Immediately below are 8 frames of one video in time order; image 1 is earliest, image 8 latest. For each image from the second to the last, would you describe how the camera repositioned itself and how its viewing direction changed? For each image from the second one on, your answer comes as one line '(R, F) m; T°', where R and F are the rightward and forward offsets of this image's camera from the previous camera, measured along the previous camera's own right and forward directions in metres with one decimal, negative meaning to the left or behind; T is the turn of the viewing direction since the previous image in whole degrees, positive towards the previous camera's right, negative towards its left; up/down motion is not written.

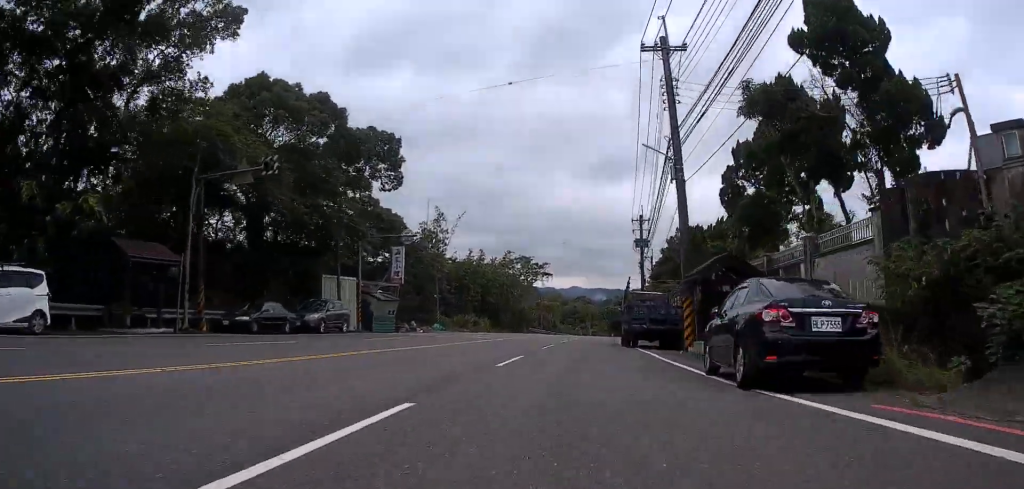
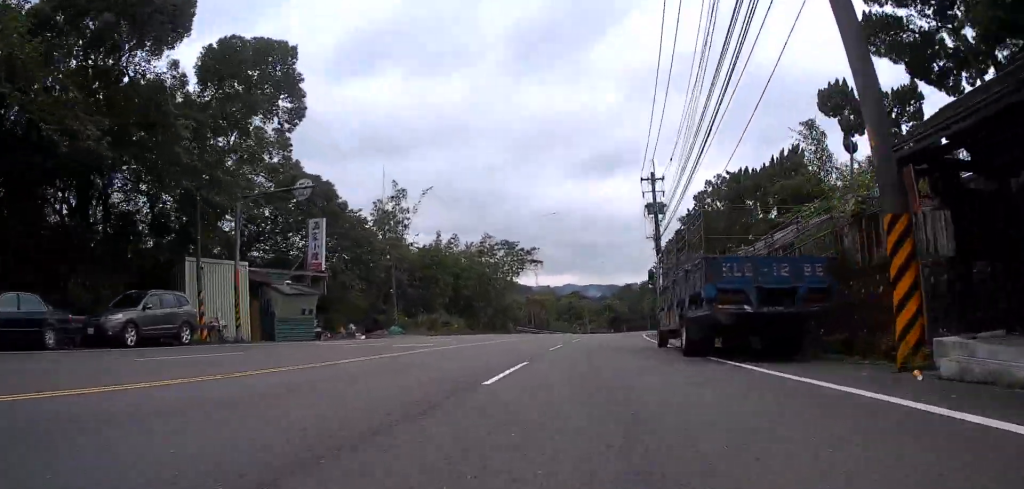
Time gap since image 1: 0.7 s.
(+0.6, +15.6) m; +2°
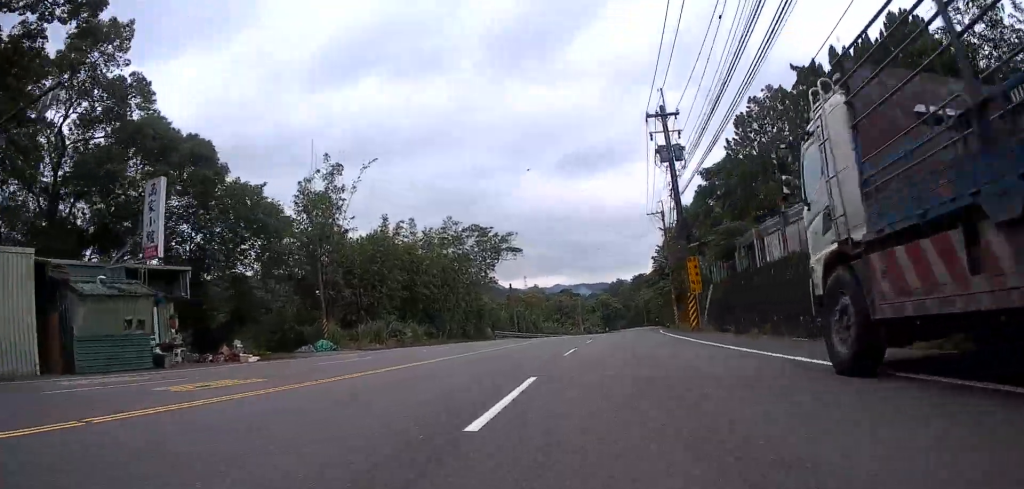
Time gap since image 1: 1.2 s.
(0.0, +15.0) m; 0°
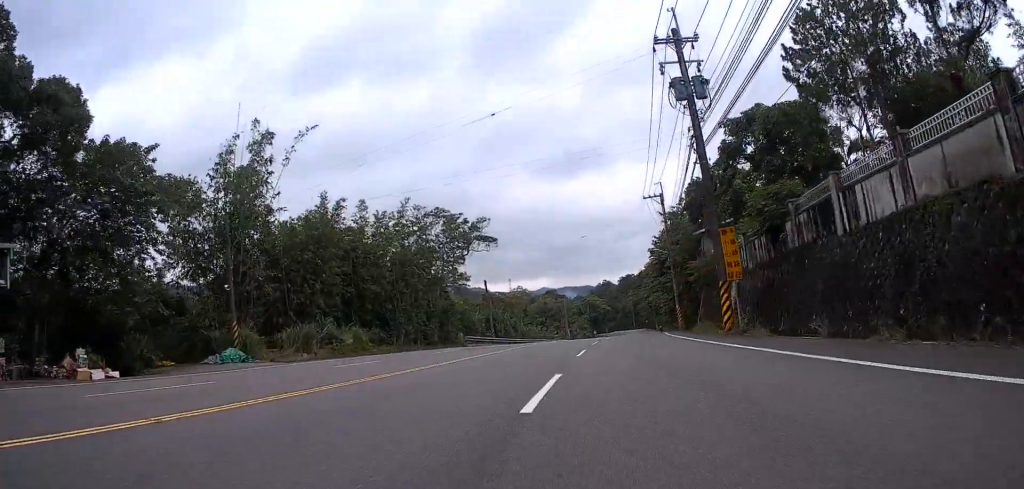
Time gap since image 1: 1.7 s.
(0.0, +10.5) m; 0°
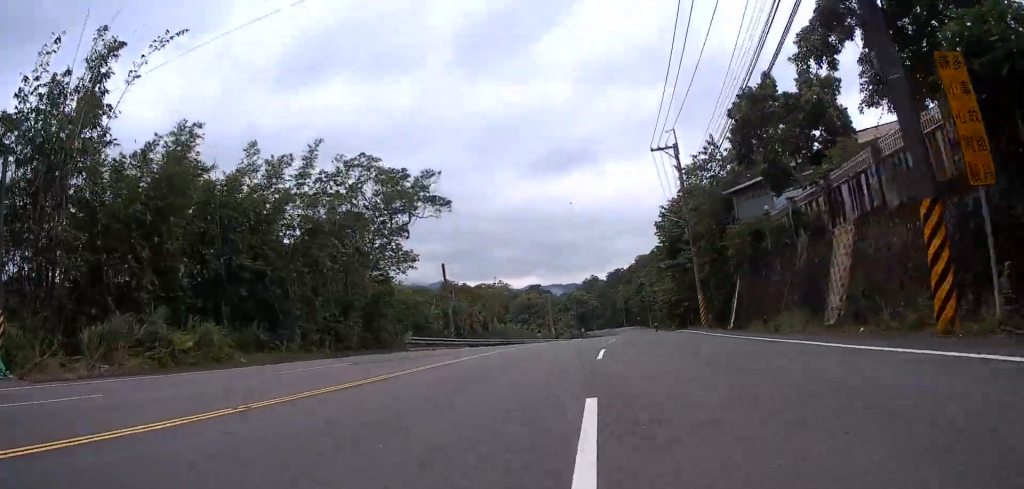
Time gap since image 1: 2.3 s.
(0.0, +16.2) m; 0°
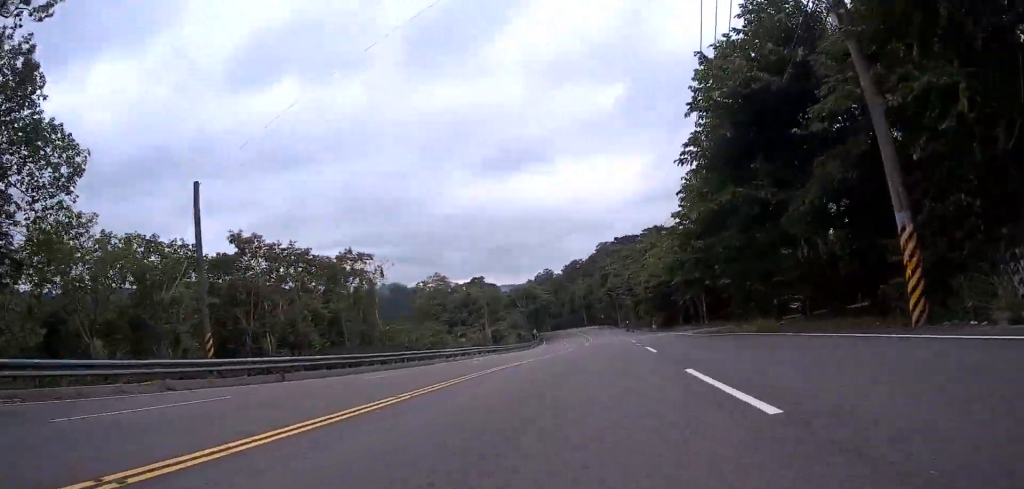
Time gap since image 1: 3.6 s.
(0.0, +32.5) m; 0°
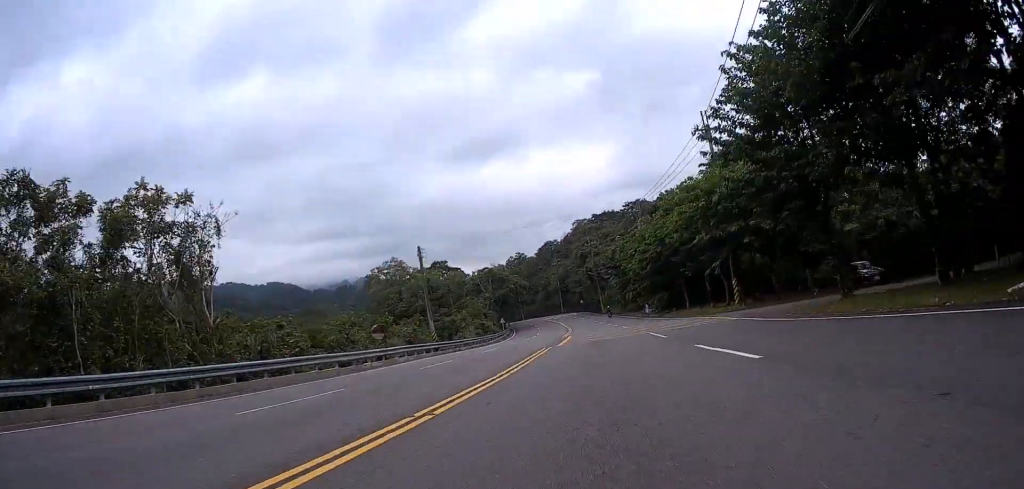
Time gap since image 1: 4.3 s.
(0.0, +18.9) m; 0°
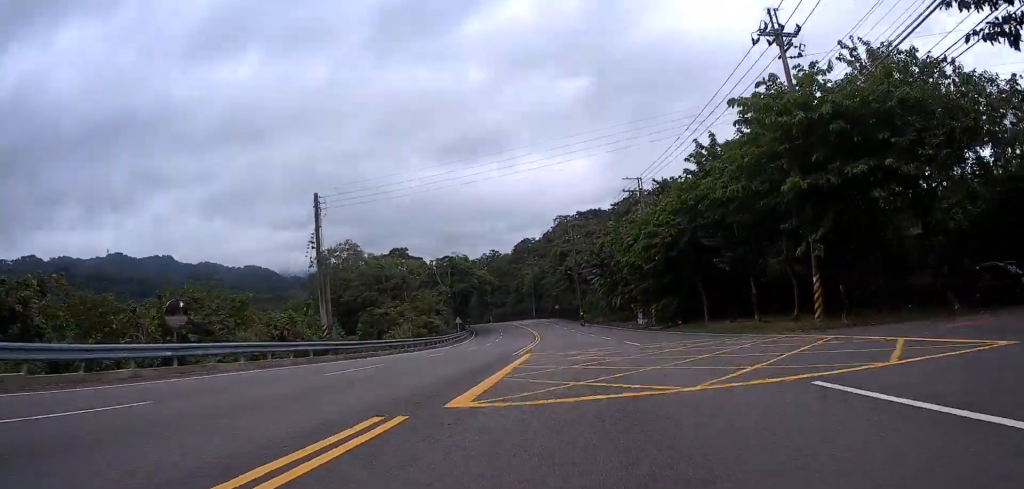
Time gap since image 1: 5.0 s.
(0.0, +17.7) m; 0°
